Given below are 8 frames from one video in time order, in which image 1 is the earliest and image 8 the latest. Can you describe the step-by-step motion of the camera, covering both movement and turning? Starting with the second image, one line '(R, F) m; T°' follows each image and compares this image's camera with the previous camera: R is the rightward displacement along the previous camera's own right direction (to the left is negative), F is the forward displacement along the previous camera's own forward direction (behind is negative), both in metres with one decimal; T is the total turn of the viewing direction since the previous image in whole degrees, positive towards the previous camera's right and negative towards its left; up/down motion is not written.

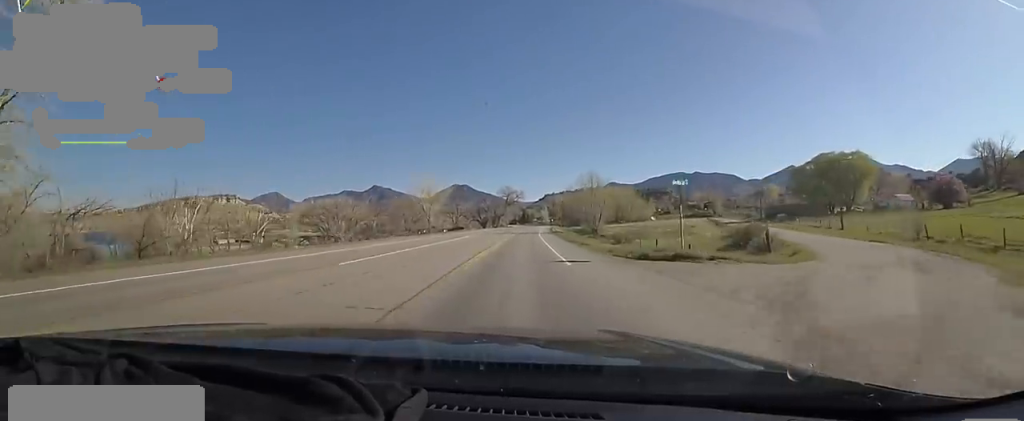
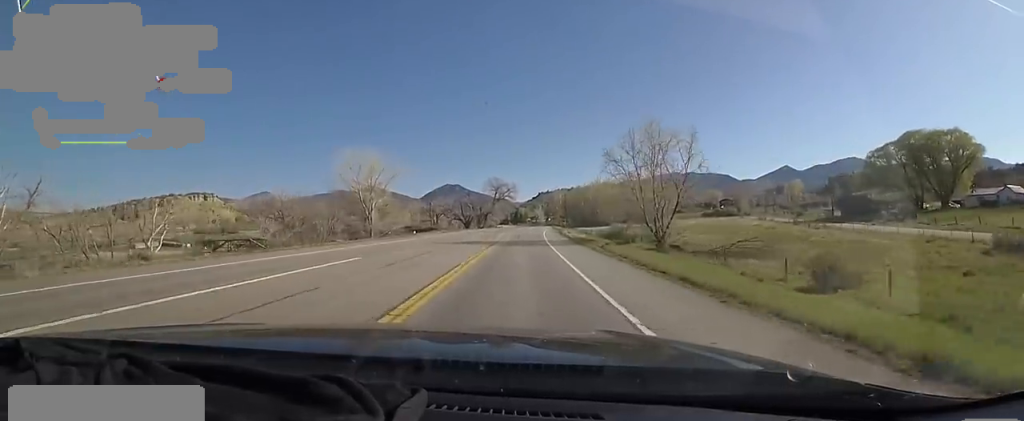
(-1.0, +36.5) m; 0°
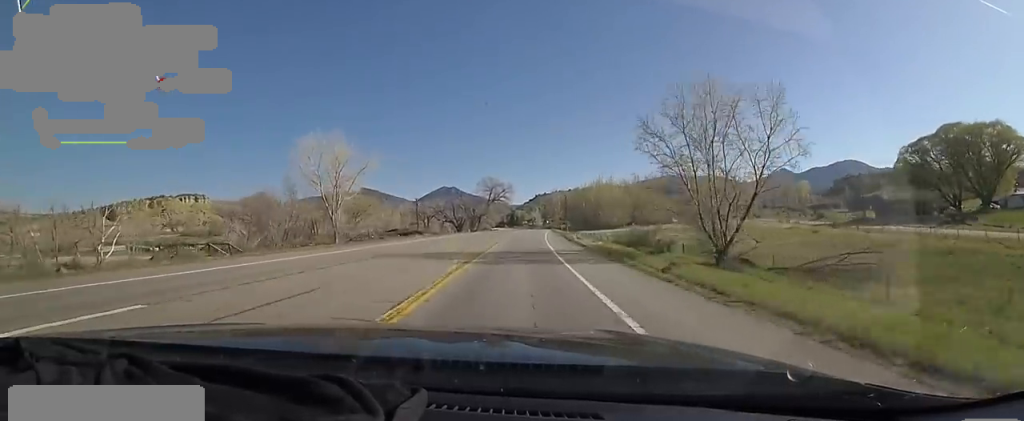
(+0.4, +11.9) m; +2°
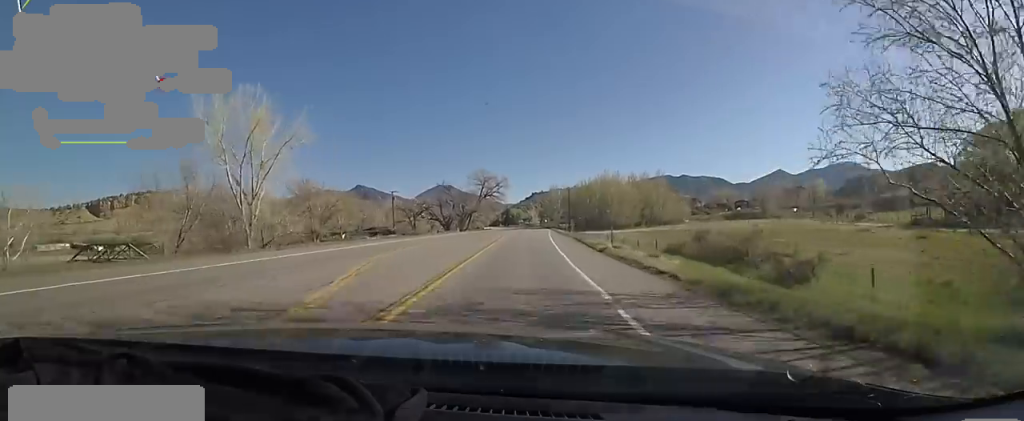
(+0.5, +18.0) m; +2°
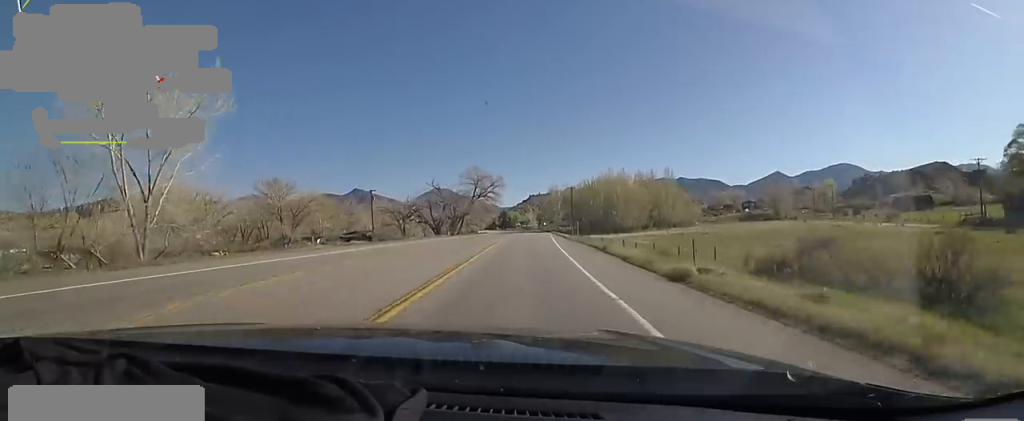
(+0.4, +12.1) m; 0°
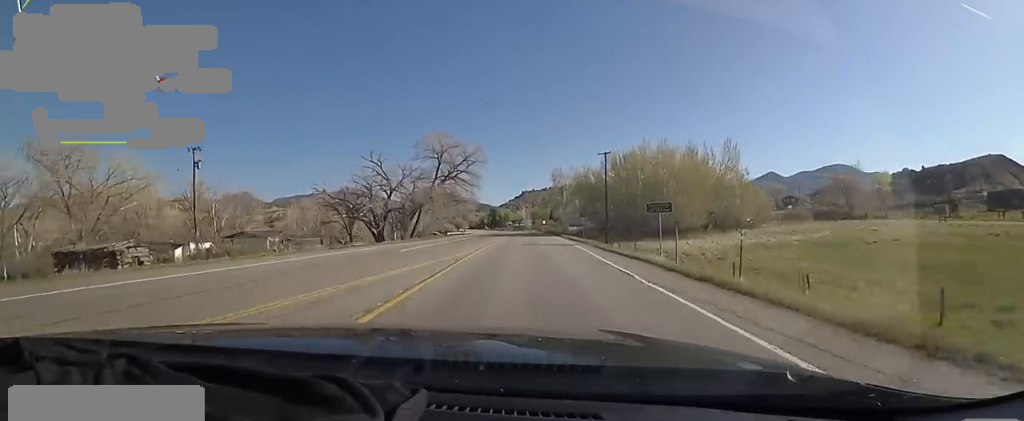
(-1.3, +45.9) m; 0°
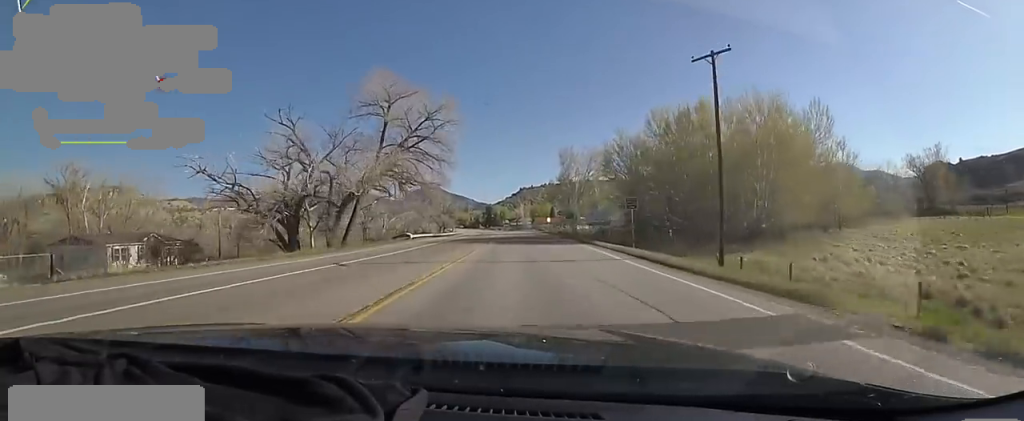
(+1.0, +30.4) m; +1°
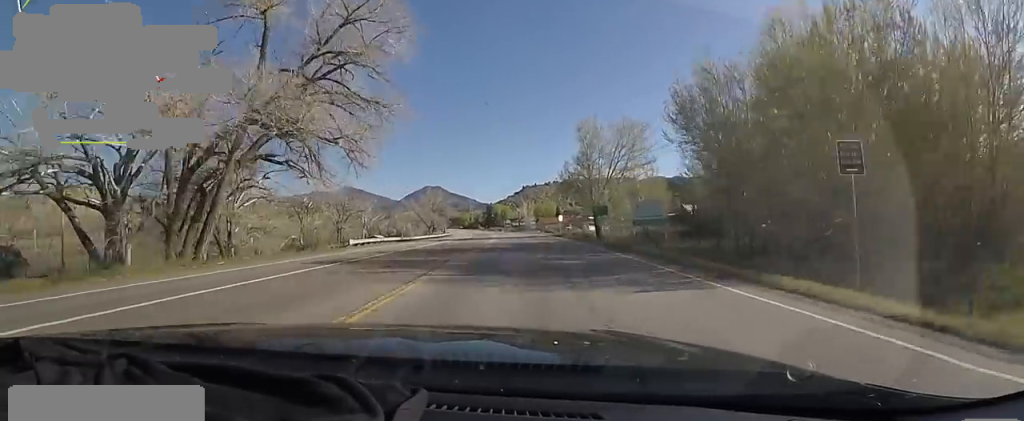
(-0.7, +24.7) m; -2°
